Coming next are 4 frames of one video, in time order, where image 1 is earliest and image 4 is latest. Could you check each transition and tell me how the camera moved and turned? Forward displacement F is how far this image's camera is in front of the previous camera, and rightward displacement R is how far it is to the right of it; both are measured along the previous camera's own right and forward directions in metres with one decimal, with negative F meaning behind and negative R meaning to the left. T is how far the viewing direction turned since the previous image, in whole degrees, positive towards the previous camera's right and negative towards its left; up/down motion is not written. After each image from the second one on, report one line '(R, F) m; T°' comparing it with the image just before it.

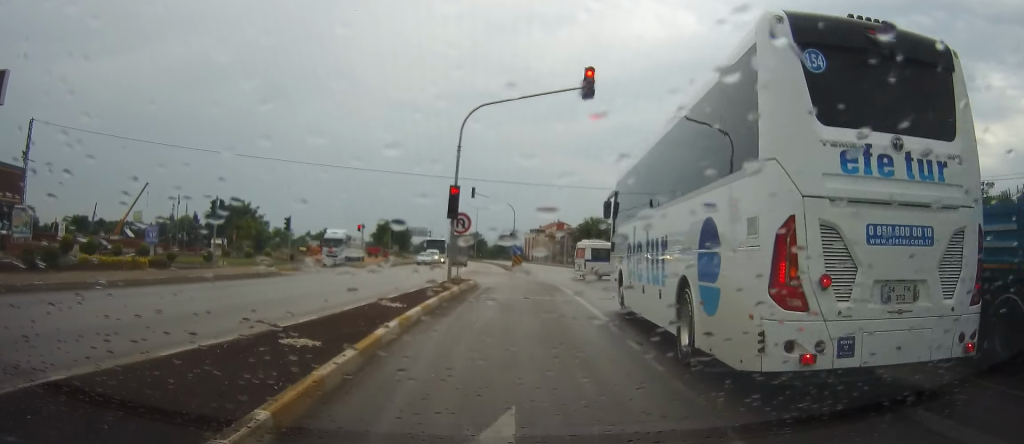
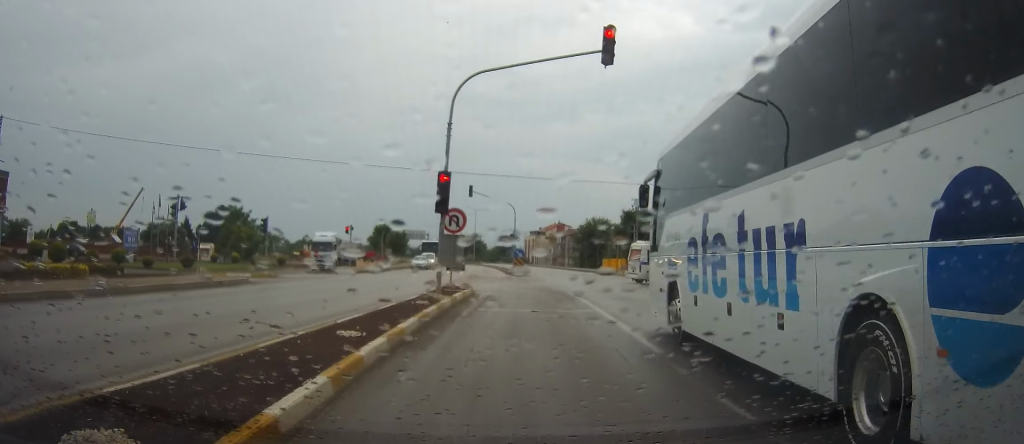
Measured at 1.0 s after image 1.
(+0.1, +3.7) m; +3°
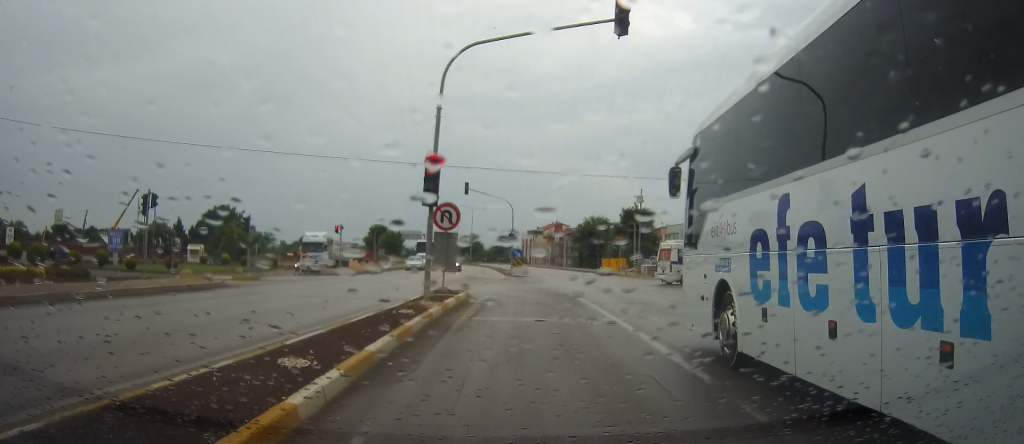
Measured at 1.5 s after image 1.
(0.0, +2.3) m; +2°
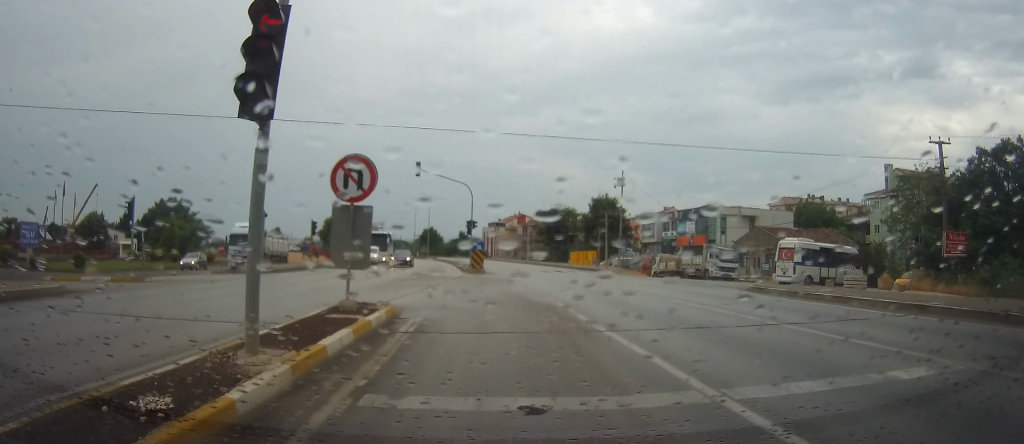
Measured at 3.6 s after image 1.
(+0.9, +8.8) m; +13°
